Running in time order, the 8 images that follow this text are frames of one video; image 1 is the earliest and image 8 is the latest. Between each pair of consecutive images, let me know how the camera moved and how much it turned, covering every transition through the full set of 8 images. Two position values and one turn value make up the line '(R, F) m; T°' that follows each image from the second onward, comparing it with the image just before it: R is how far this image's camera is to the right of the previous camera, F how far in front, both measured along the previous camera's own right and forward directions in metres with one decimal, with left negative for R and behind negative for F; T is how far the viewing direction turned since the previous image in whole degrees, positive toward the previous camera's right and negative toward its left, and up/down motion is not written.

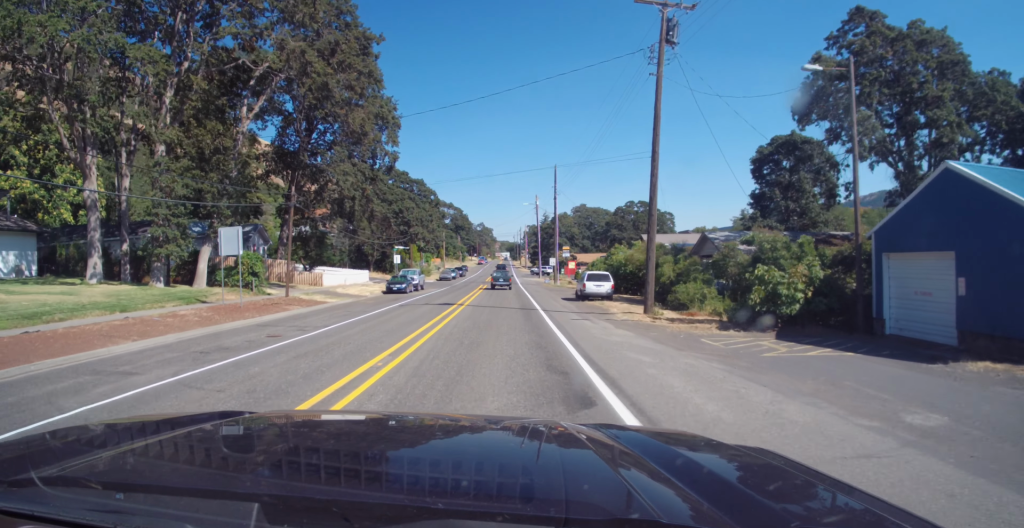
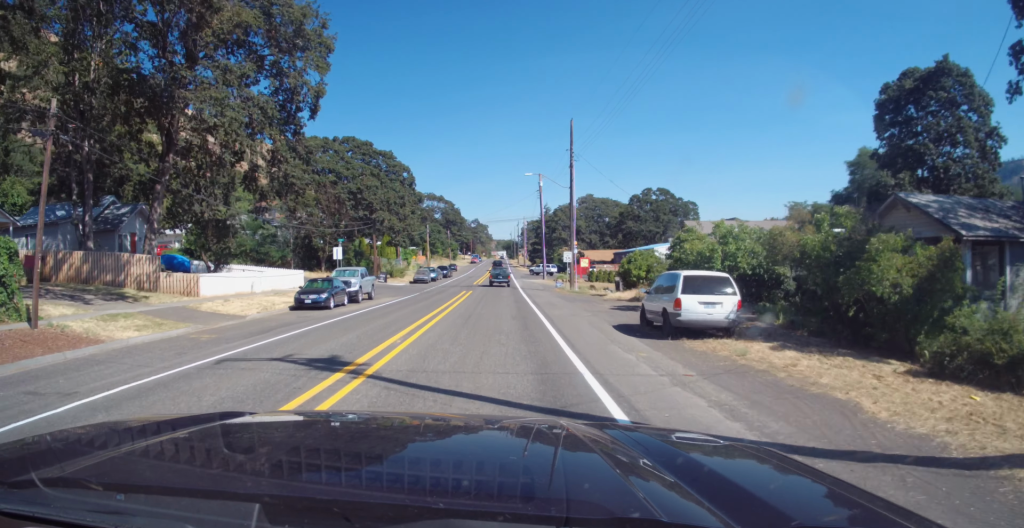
(-0.3, +20.9) m; 0°
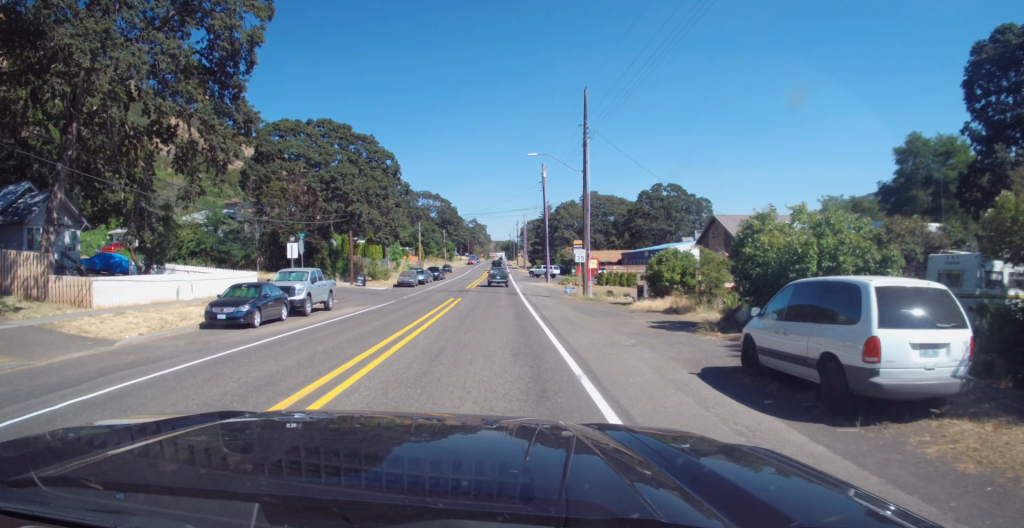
(+0.2, +8.9) m; 0°
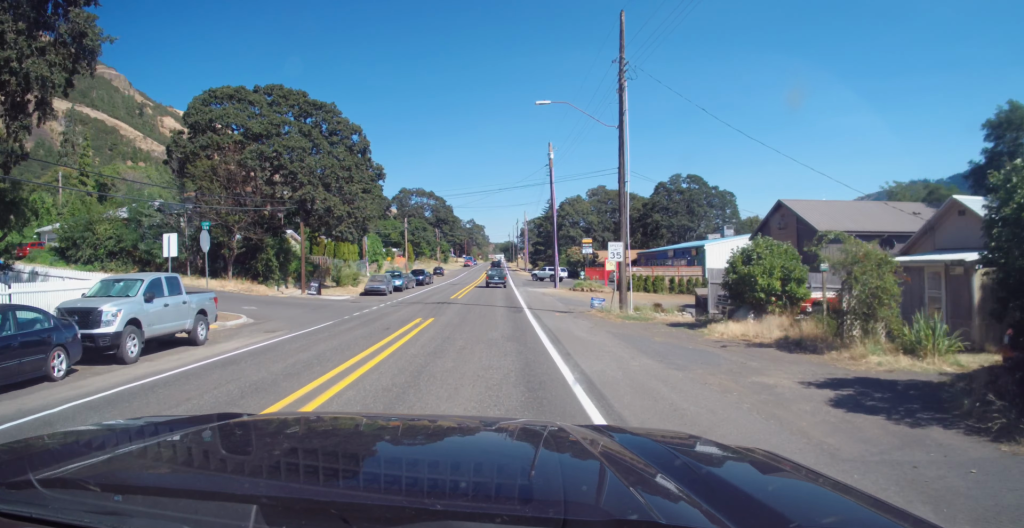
(+0.2, +12.6) m; 0°
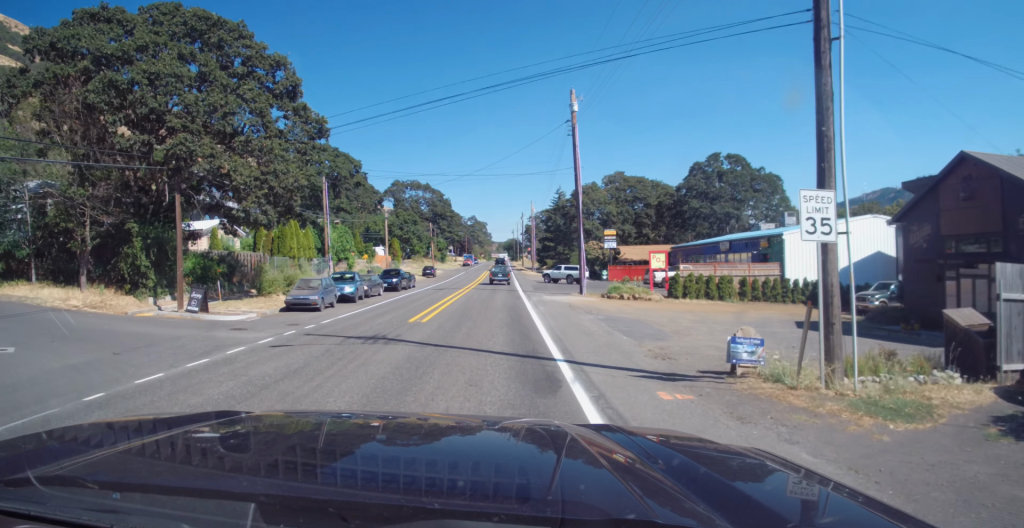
(-0.1, +17.1) m; 0°
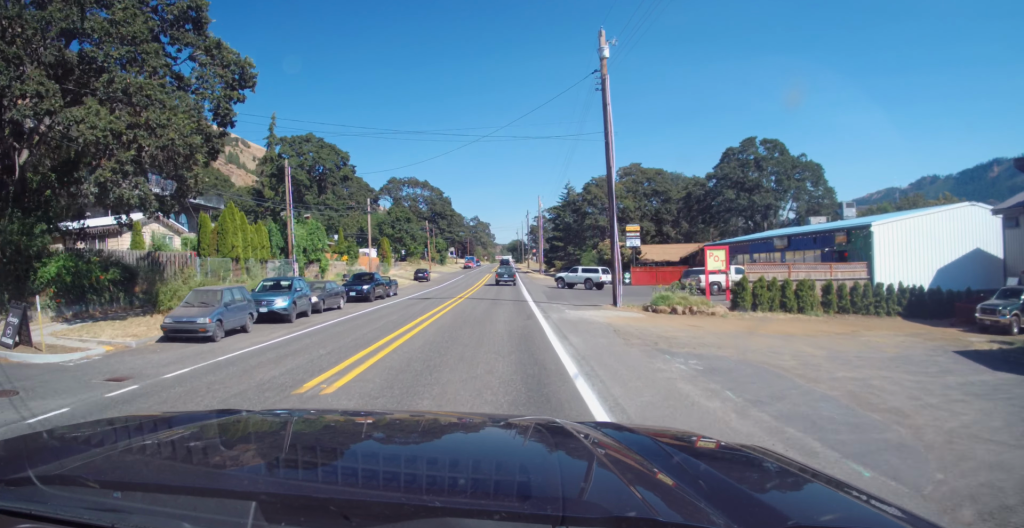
(+0.1, +10.6) m; -1°
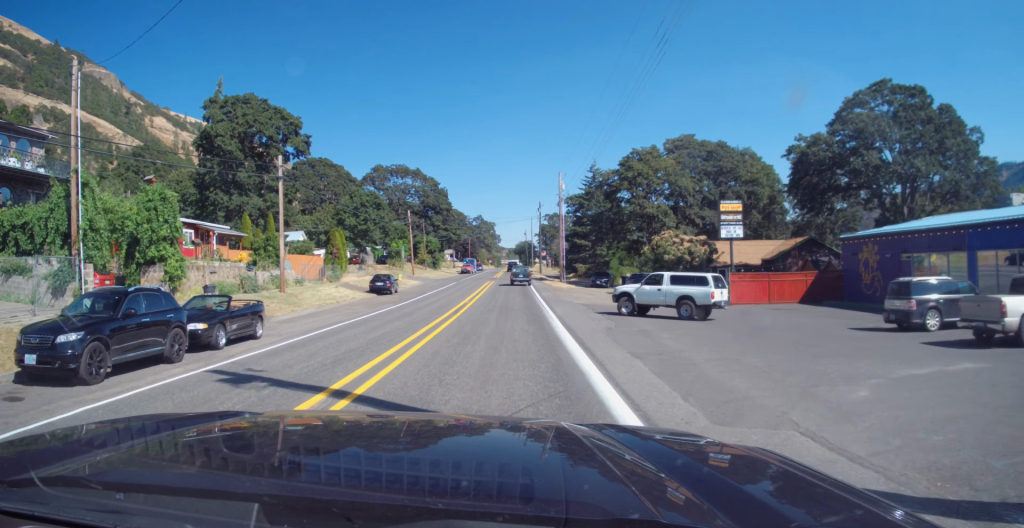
(-0.7, +25.4) m; -1°
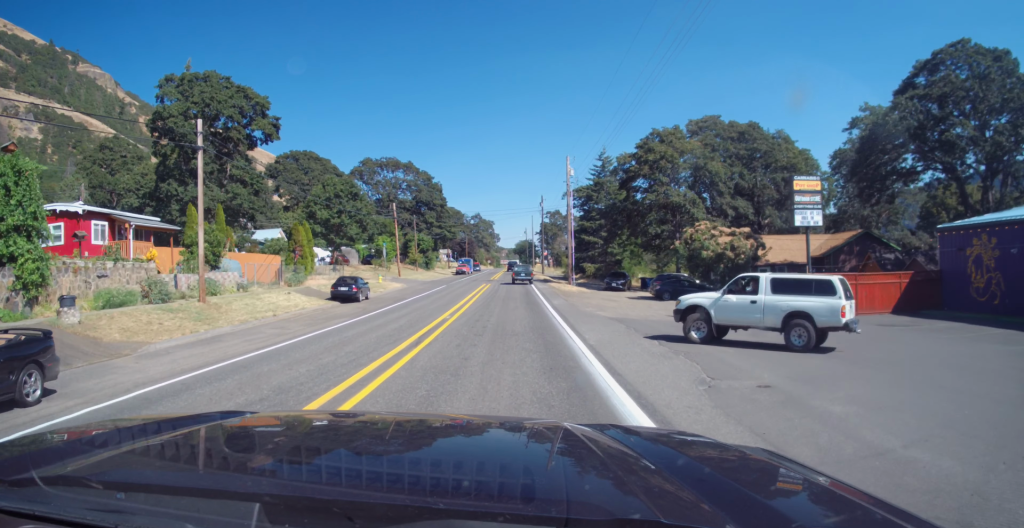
(+0.1, +9.9) m; 0°
